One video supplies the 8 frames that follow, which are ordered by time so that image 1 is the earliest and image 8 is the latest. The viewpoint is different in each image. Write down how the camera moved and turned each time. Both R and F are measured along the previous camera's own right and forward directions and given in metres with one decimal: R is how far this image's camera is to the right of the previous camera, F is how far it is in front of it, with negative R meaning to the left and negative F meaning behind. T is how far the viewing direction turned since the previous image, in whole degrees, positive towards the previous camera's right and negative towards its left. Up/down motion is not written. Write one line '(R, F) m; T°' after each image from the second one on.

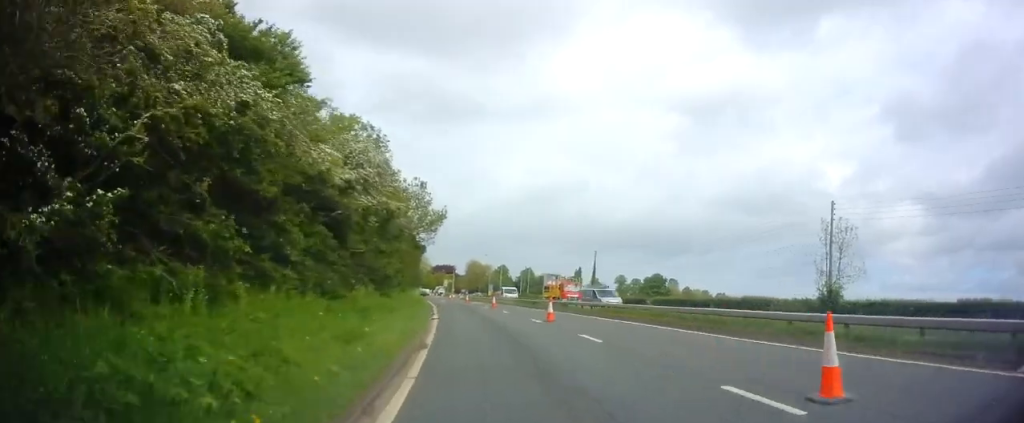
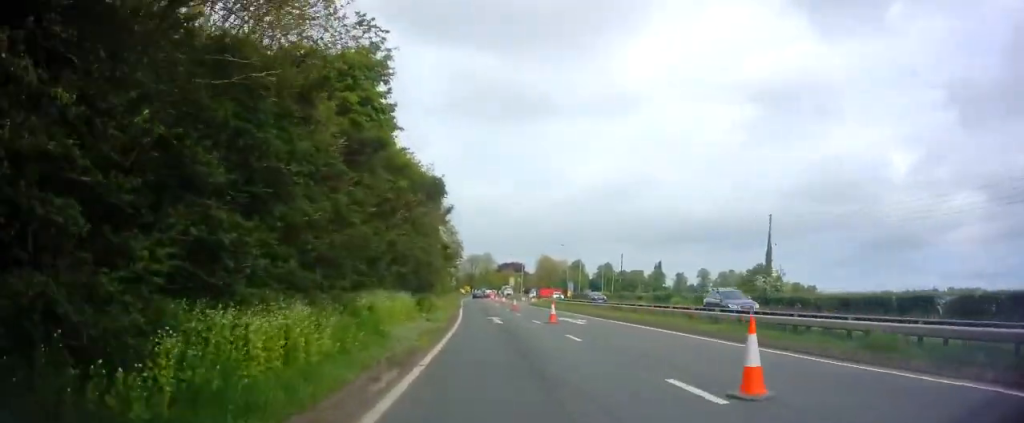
(-2.1, +34.0) m; -5°
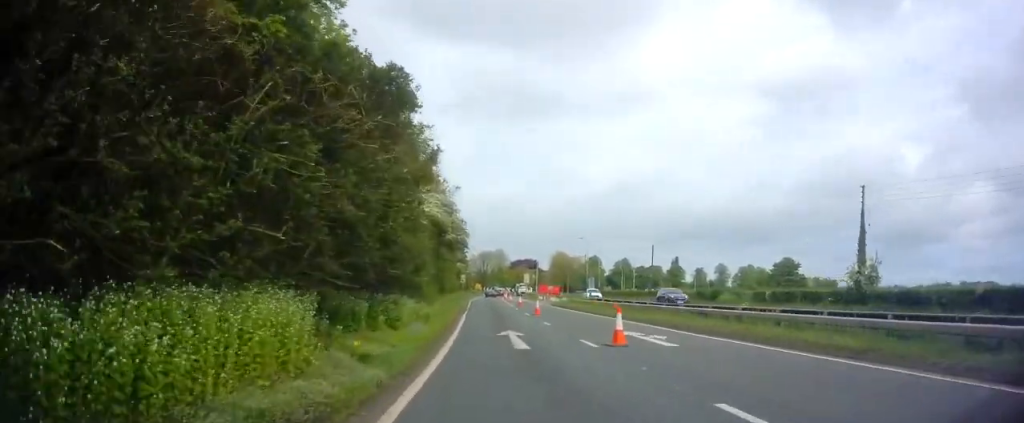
(-0.1, +10.9) m; -1°
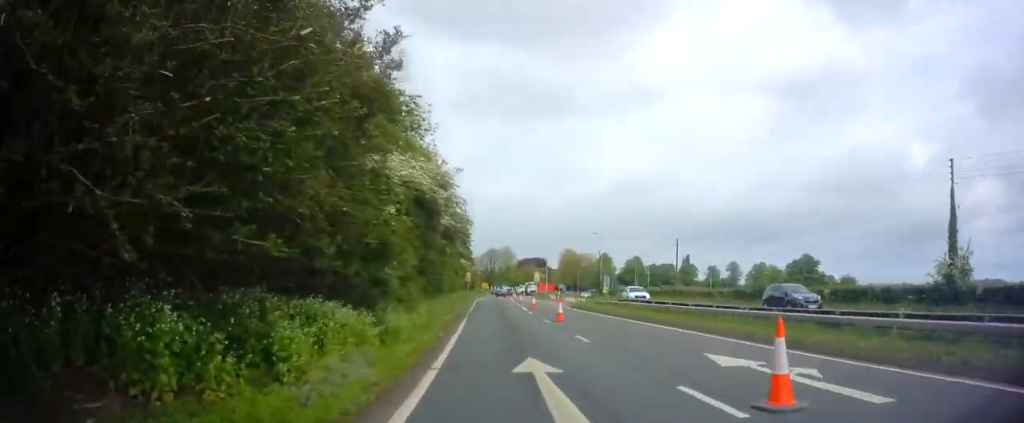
(-0.1, +7.8) m; -1°
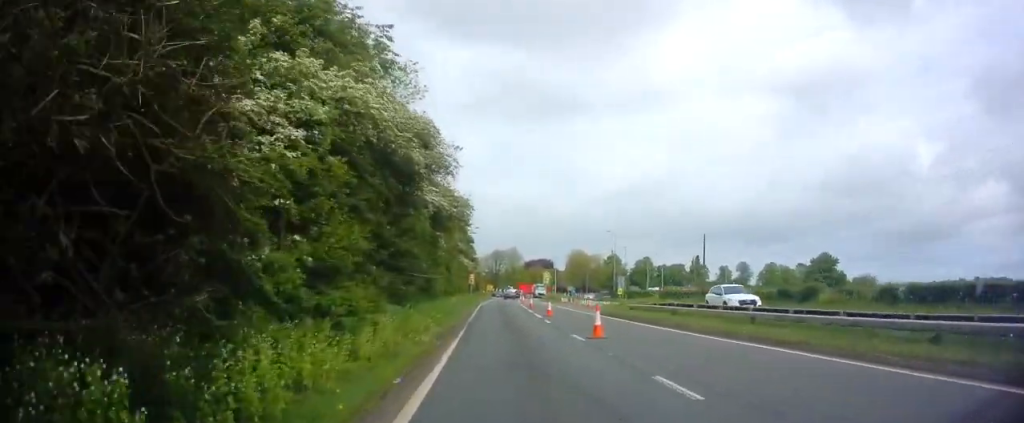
(-0.2, +7.7) m; 0°
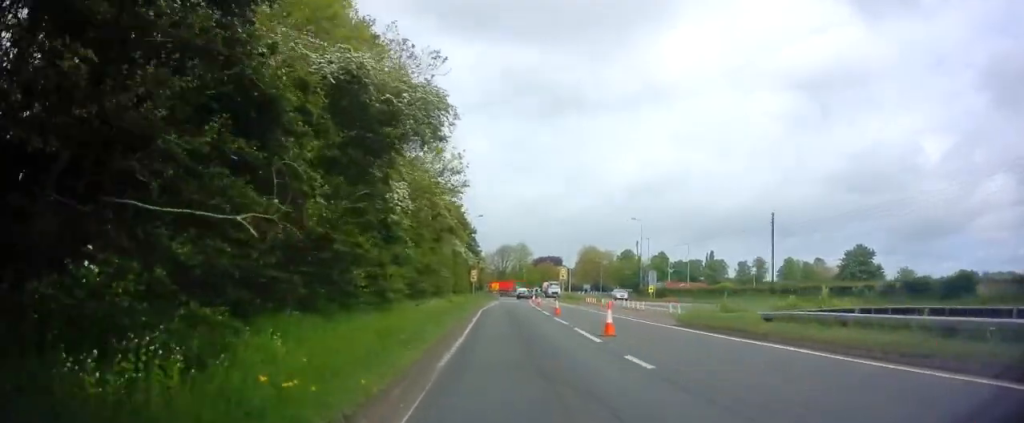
(+0.1, +14.9) m; -1°
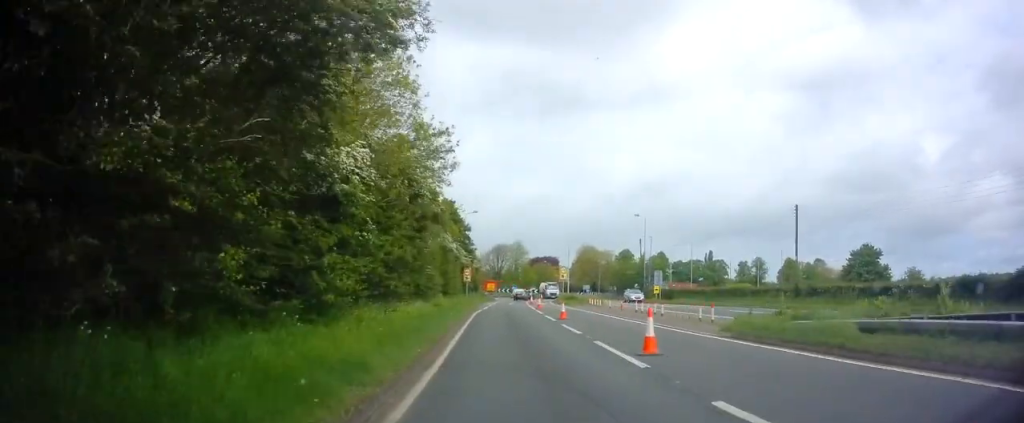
(-0.2, +4.8) m; 0°
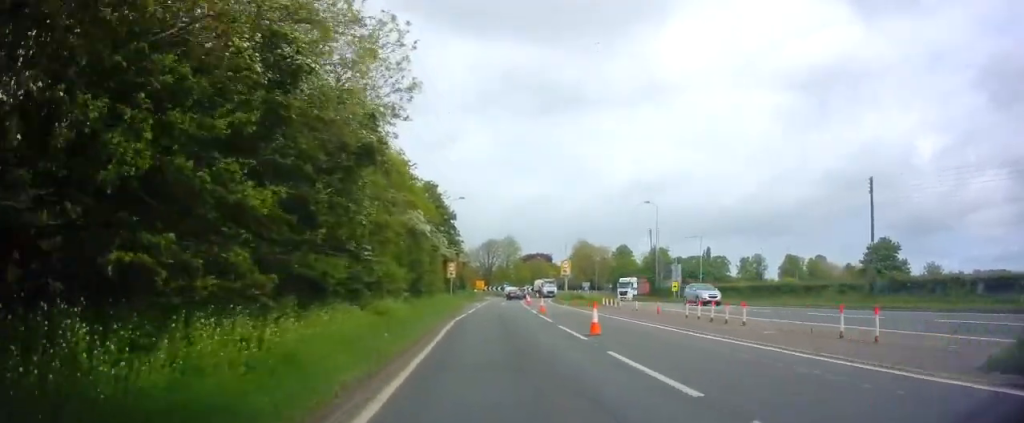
(0.0, +10.7) m; +1°
